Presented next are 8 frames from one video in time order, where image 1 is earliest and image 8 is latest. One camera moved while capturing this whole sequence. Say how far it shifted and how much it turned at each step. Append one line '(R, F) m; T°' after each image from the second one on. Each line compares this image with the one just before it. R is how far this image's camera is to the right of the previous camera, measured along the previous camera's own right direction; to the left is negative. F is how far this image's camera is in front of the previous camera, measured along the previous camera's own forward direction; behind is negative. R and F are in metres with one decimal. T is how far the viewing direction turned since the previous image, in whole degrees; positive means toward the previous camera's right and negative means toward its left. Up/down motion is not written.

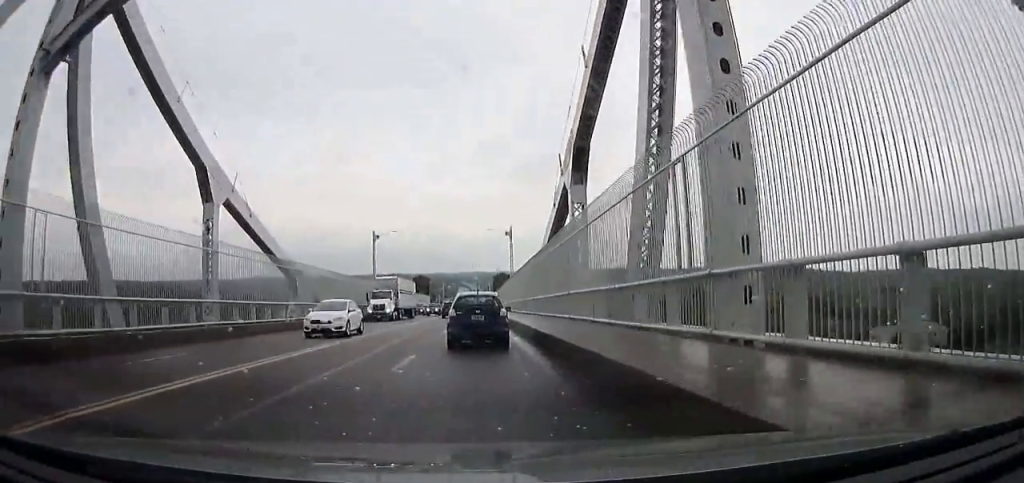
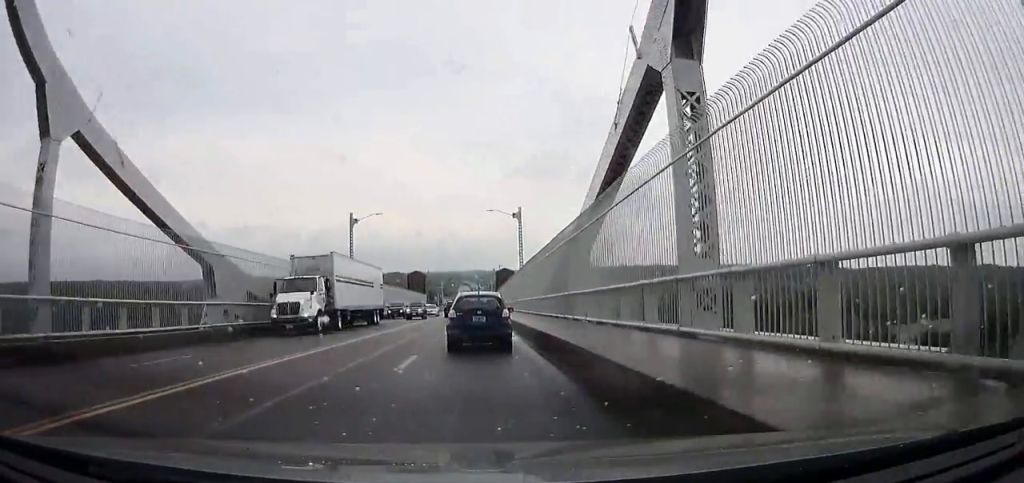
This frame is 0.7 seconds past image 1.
(+0.1, +12.0) m; +1°
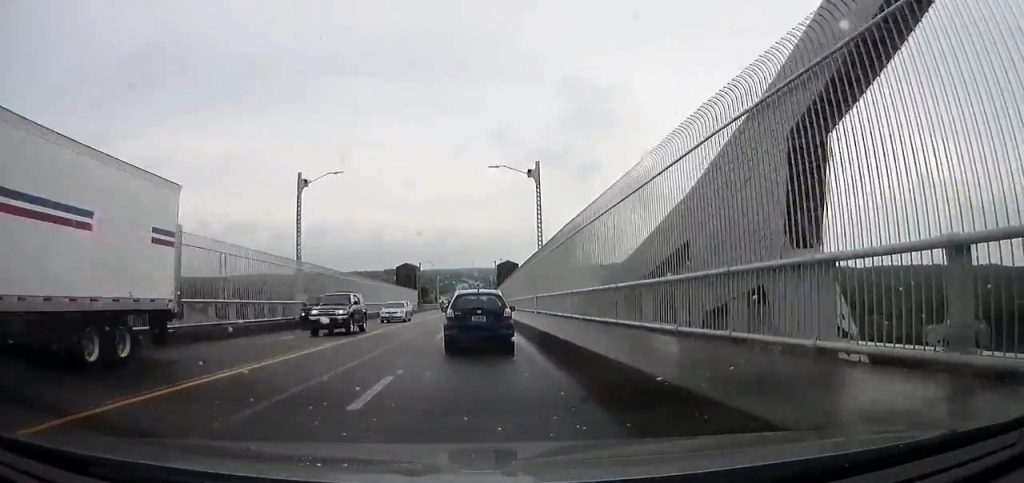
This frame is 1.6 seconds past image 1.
(+0.1, +15.7) m; +1°
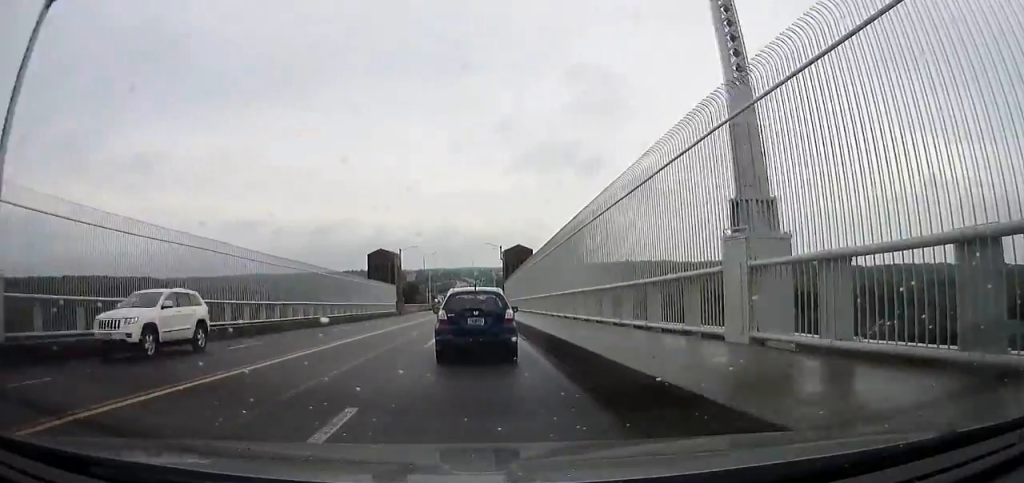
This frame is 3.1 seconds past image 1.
(+0.1, +27.2) m; 0°
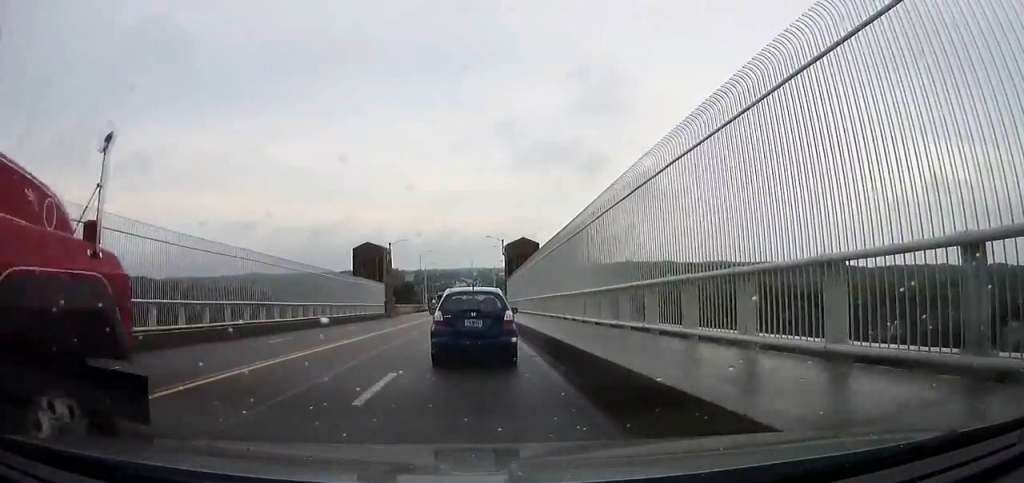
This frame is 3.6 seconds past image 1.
(-0.1, +8.9) m; 0°
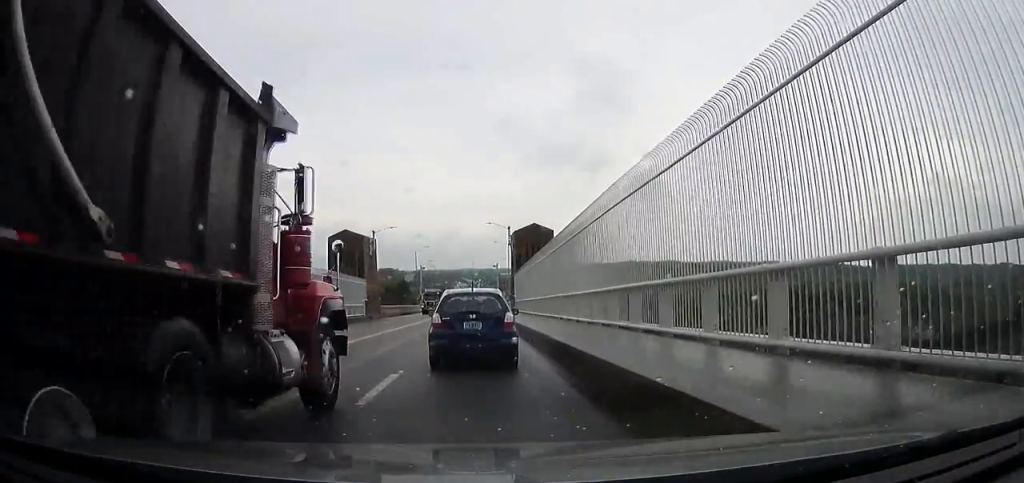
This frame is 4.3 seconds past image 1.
(-0.1, +12.4) m; 0°
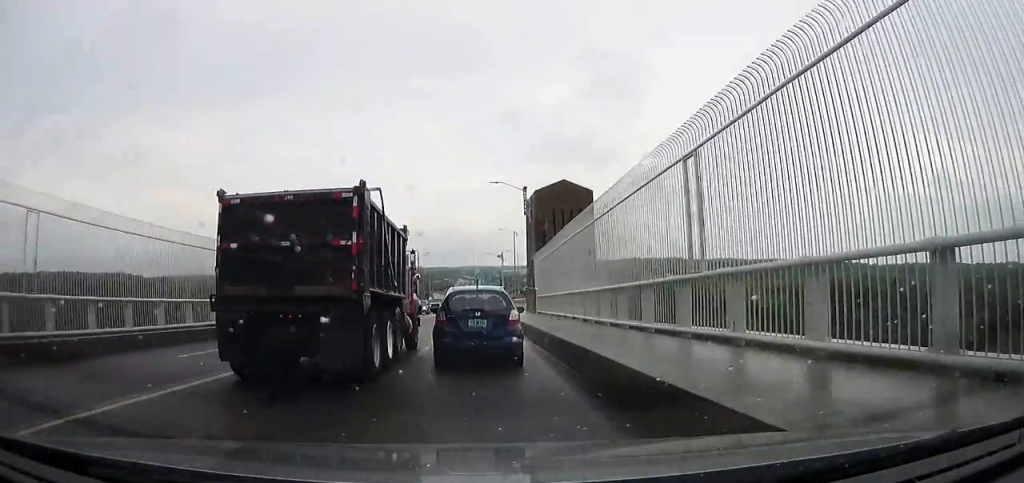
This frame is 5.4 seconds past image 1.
(+0.1, +19.1) m; 0°
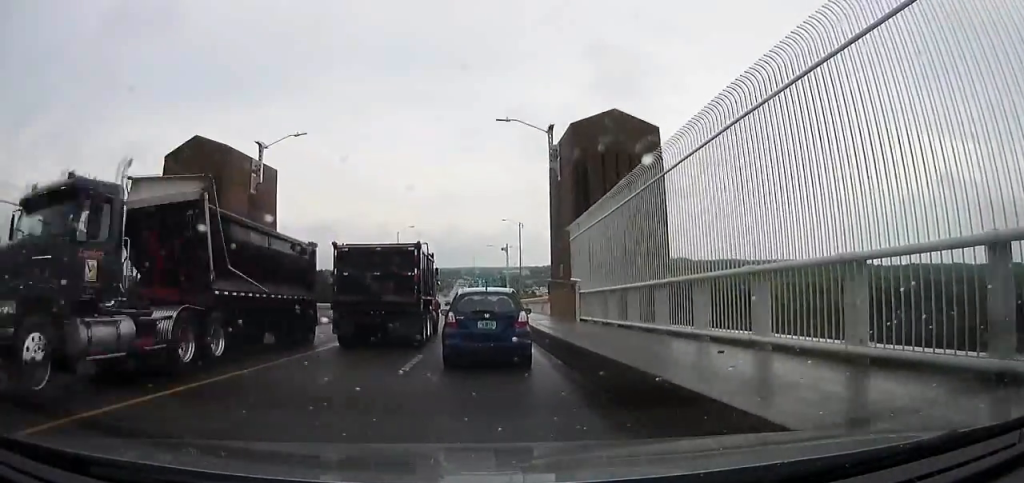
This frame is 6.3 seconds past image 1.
(+0.1, +14.4) m; 0°
